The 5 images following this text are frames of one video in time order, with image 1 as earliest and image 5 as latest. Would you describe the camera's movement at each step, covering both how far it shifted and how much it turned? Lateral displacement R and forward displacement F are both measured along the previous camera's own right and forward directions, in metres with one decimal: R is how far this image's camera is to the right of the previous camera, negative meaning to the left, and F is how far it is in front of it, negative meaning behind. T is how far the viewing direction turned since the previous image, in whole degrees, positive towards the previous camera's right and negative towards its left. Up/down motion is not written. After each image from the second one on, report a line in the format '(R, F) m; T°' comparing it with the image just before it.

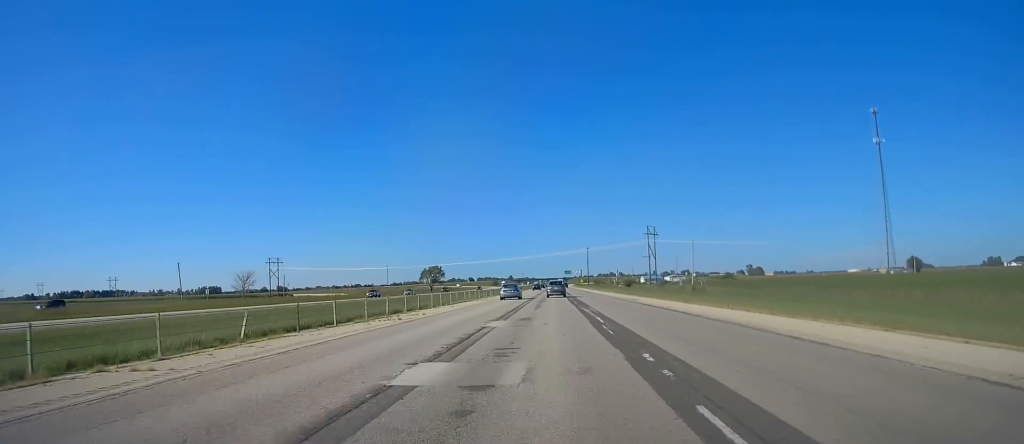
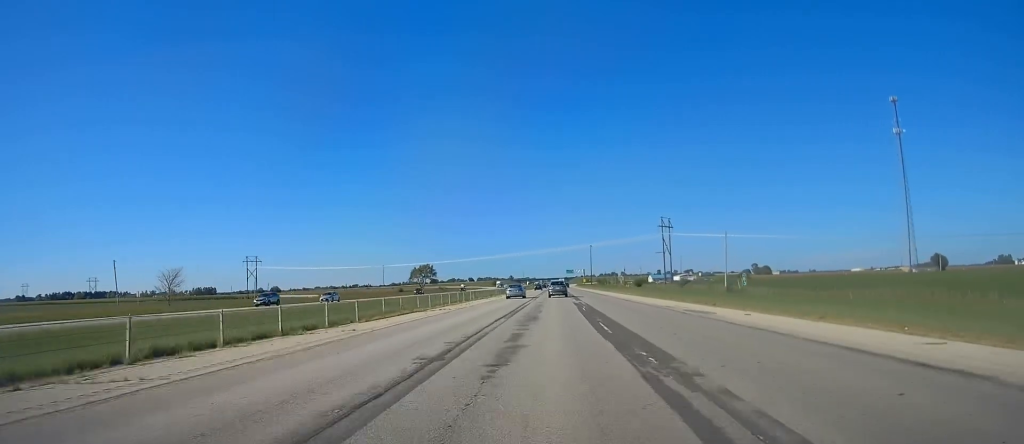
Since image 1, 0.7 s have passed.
(0.0, +24.2) m; 0°
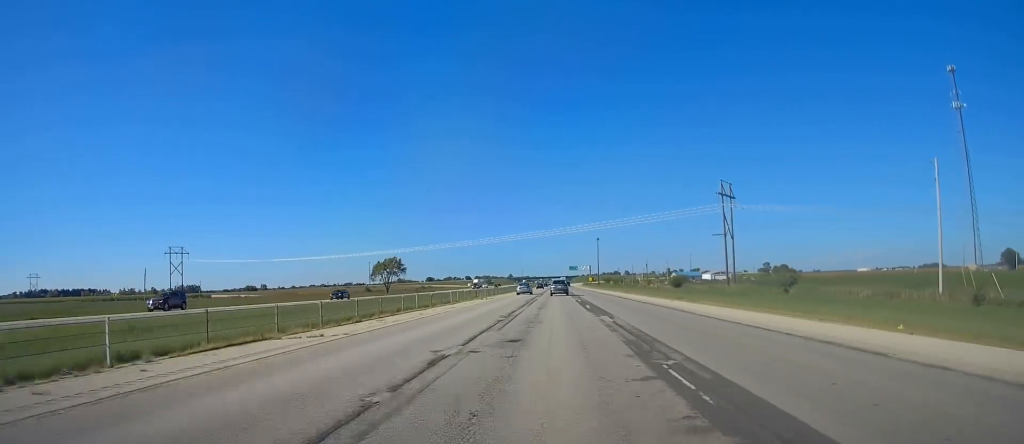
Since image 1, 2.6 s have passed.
(+0.6, +60.4) m; 0°
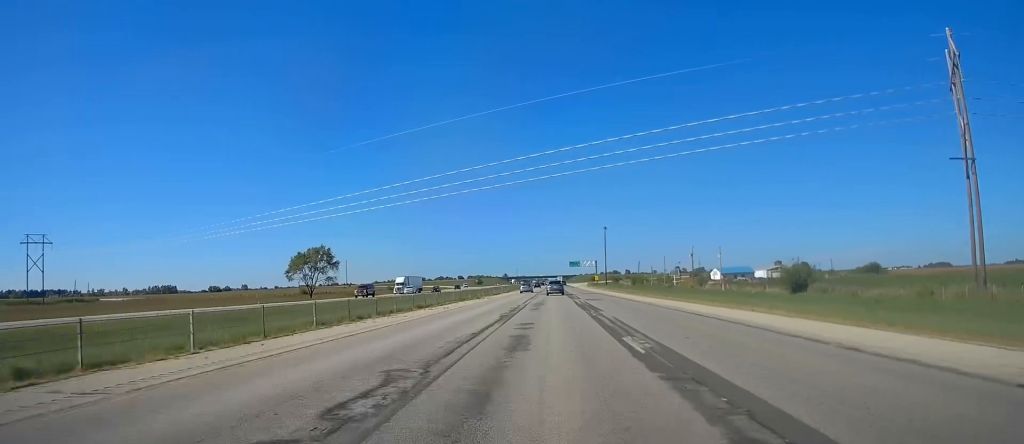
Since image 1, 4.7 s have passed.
(+0.4, +69.8) m; +1°
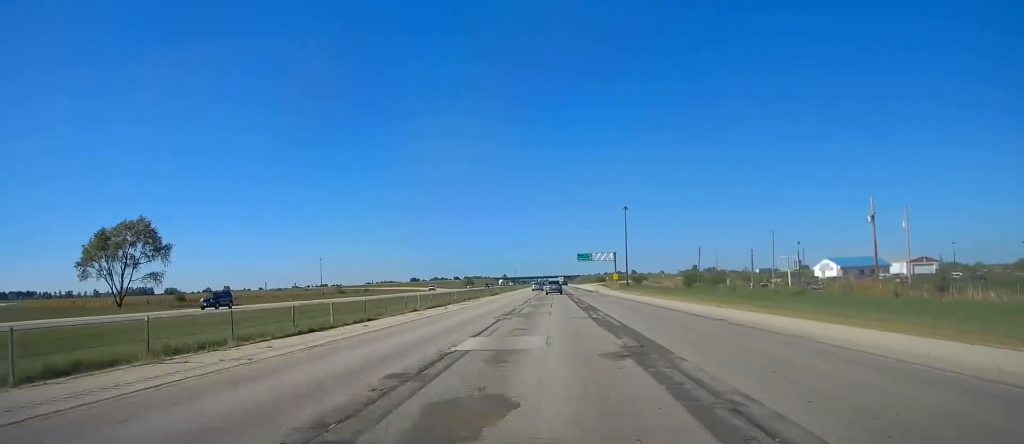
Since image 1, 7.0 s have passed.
(0.0, +75.7) m; -1°
